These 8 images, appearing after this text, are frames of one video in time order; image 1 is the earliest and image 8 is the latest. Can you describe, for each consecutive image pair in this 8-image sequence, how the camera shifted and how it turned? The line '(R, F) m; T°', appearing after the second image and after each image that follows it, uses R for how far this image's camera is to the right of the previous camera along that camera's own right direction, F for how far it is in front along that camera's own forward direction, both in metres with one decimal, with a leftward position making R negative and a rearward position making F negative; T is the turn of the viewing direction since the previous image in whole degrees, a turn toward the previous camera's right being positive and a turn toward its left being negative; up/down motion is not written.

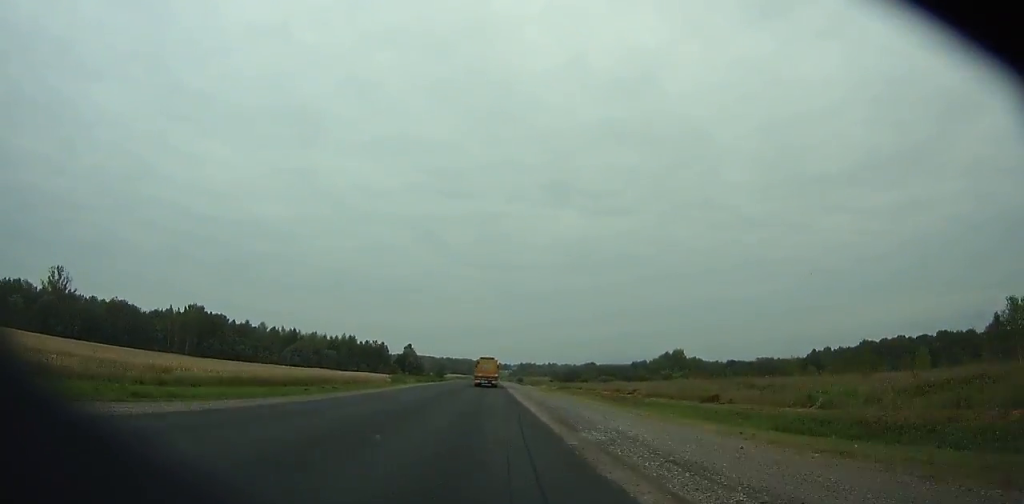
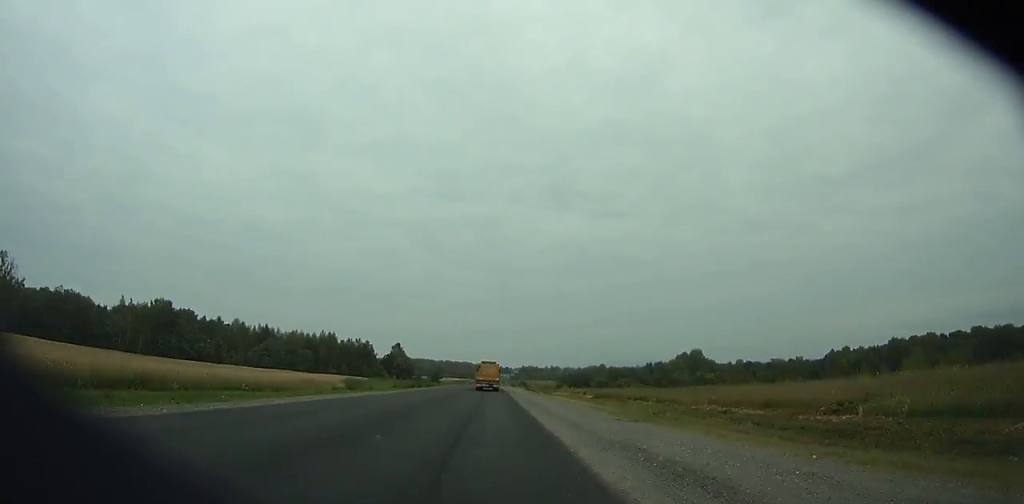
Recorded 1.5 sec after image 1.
(-0.2, +36.1) m; 0°
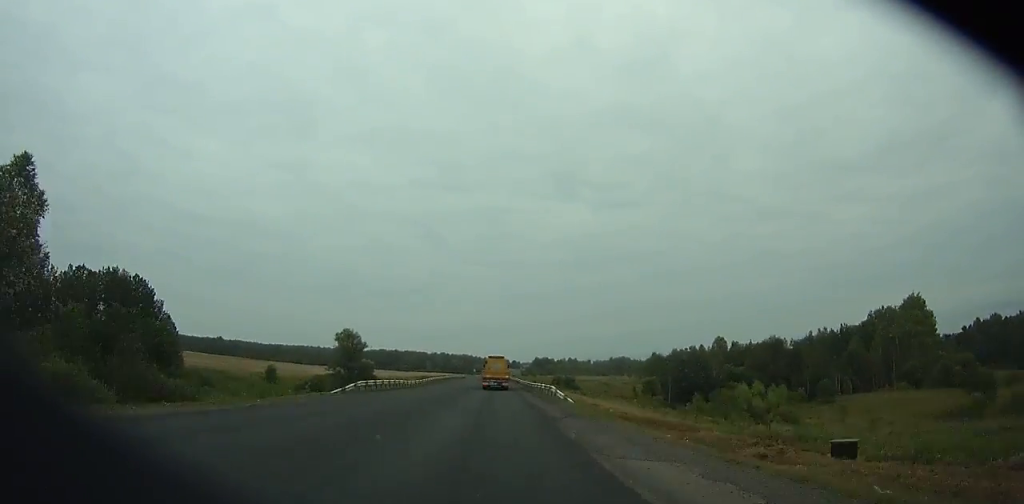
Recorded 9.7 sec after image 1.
(+0.7, +202.3) m; 0°
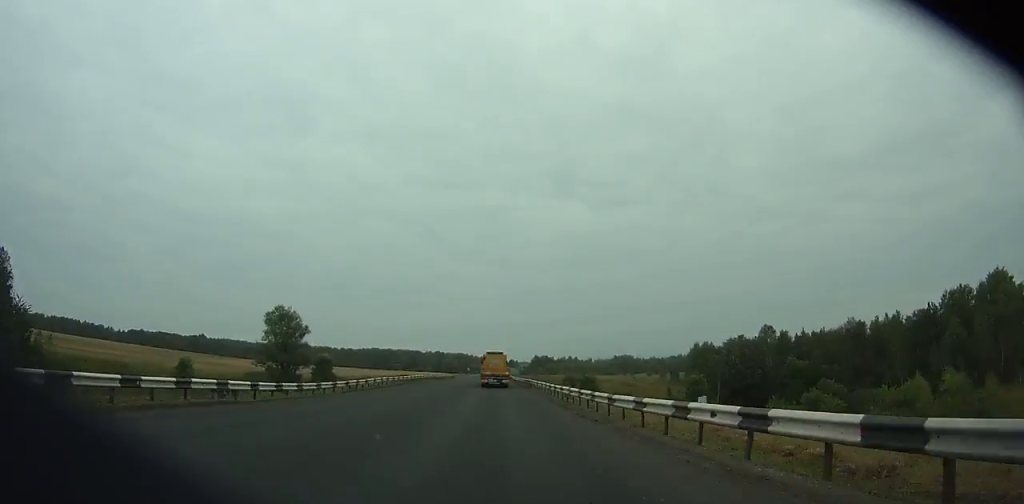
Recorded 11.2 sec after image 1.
(-0.2, +37.5) m; 0°
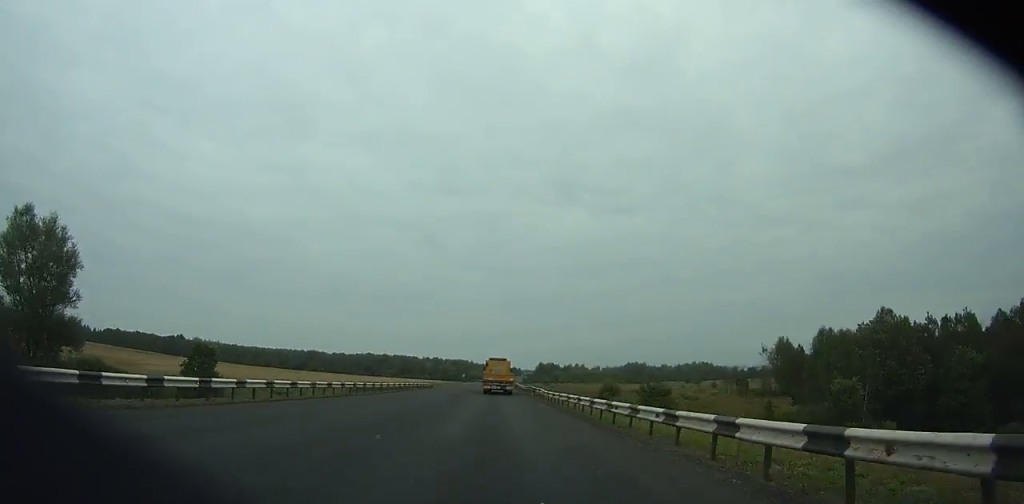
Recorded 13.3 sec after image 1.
(-0.2, +52.3) m; 0°
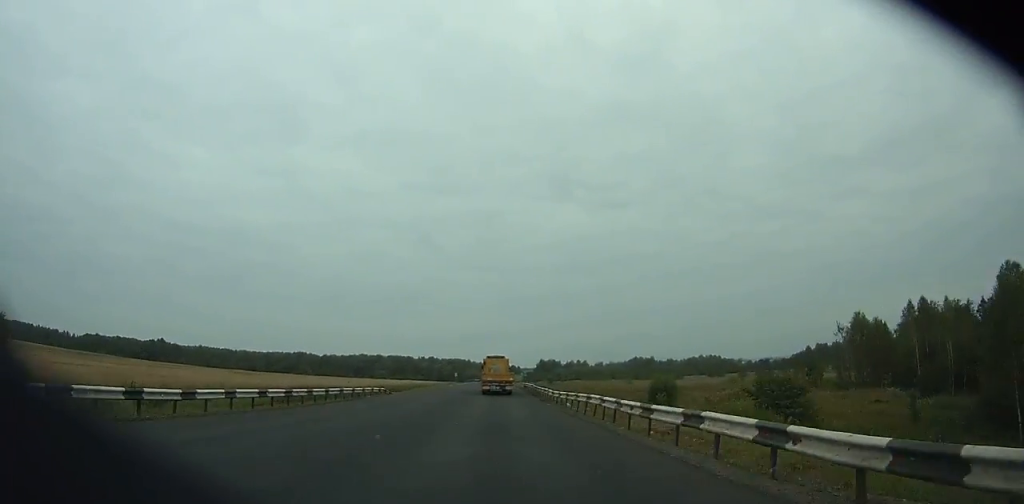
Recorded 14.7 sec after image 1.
(-0.1, +34.7) m; 0°
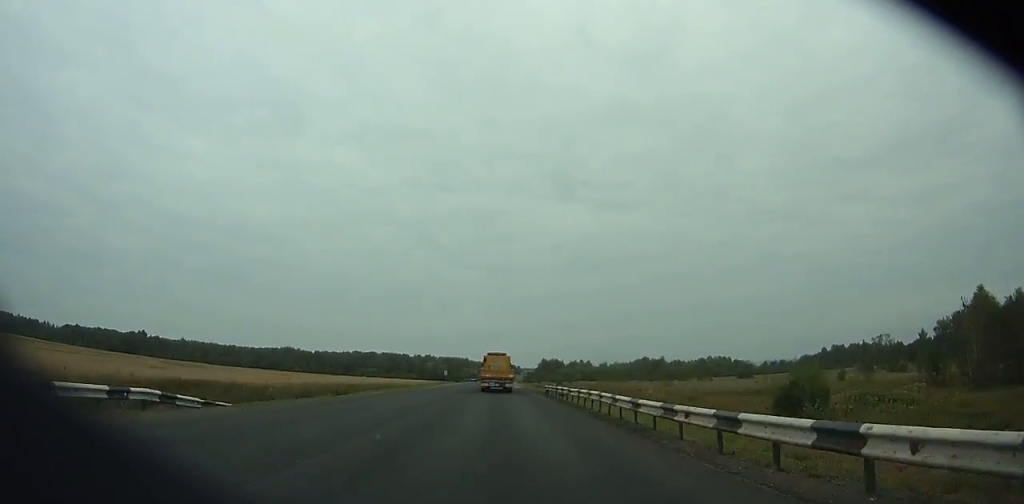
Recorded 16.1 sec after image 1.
(+0.1, +34.3) m; 0°
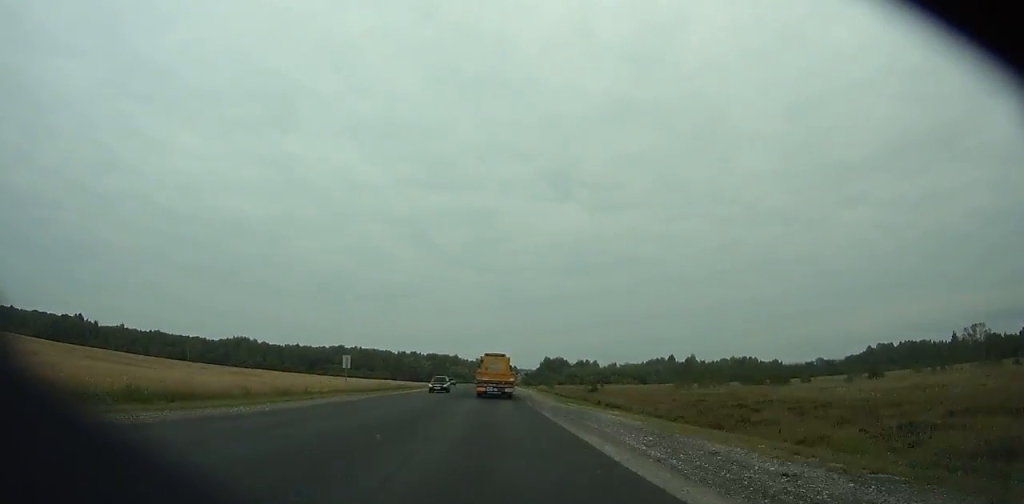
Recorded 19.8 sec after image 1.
(+0.3, +90.0) m; 0°
